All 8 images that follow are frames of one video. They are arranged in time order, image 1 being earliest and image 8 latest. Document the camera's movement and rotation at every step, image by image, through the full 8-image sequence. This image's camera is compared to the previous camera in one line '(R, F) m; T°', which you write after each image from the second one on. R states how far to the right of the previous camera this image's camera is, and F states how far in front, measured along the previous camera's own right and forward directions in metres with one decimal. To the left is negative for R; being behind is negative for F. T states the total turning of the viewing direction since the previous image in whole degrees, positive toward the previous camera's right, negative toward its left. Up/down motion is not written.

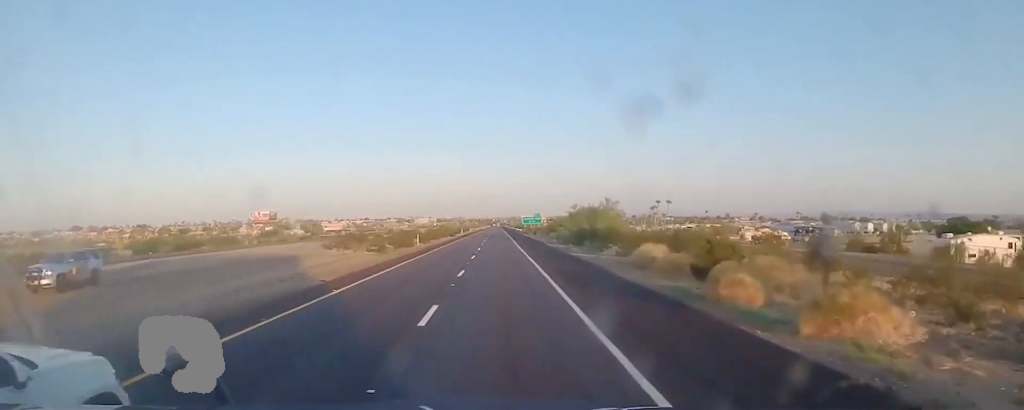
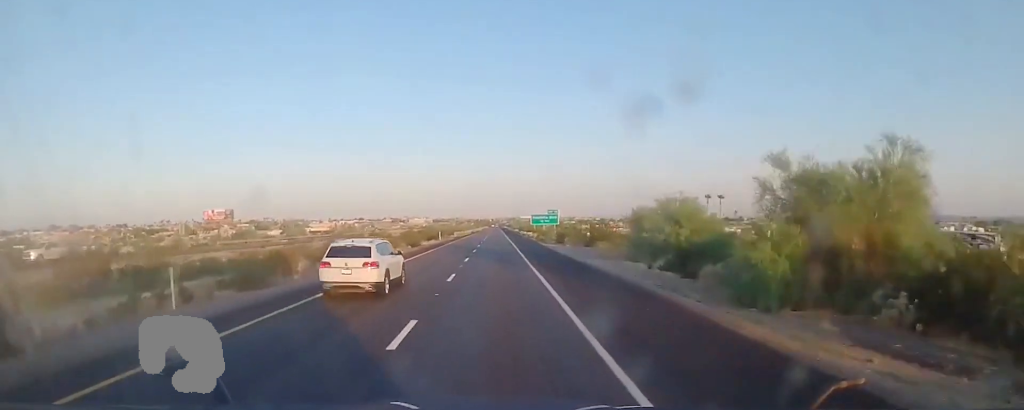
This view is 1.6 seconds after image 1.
(+0.6, +54.7) m; 0°
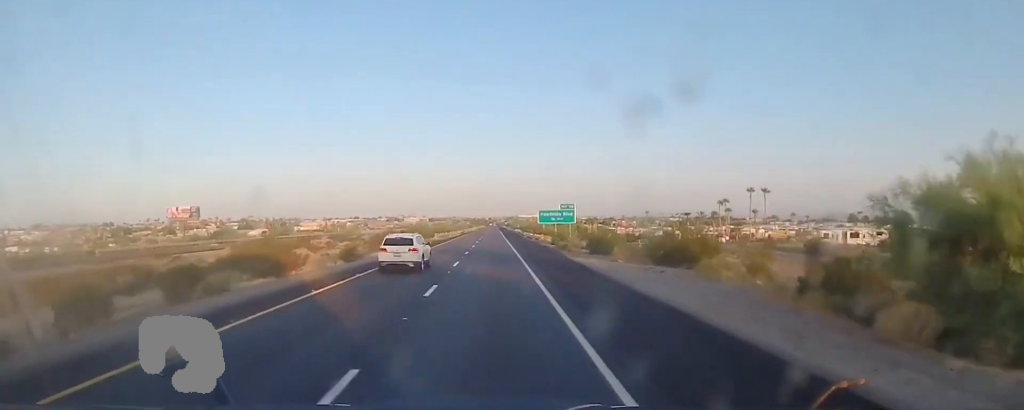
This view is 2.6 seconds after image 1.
(-0.3, +31.8) m; 0°
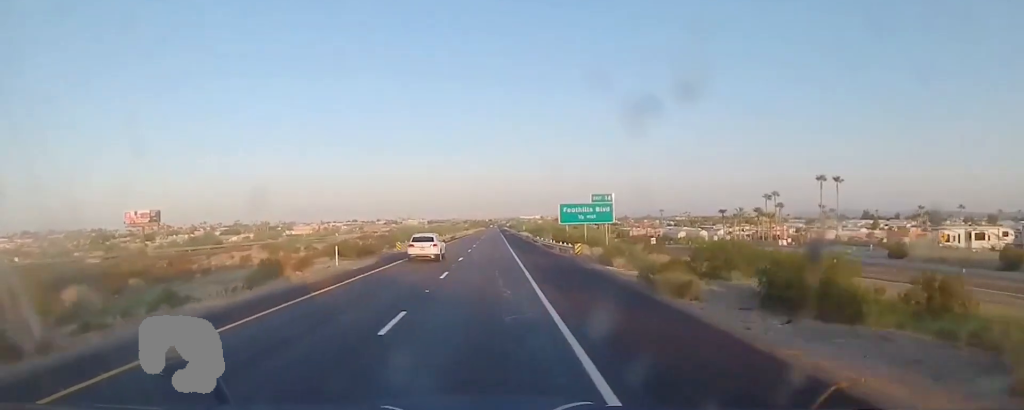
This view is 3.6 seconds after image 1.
(+0.3, +33.5) m; 0°
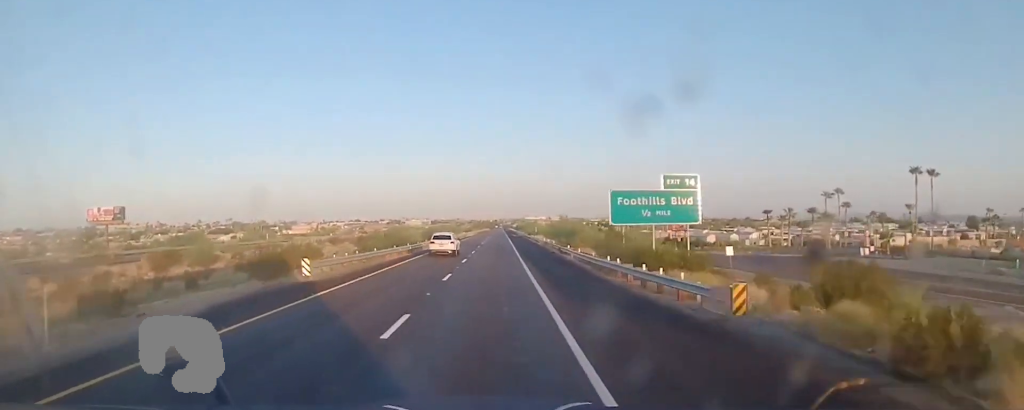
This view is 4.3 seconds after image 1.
(0.0, +26.9) m; 0°
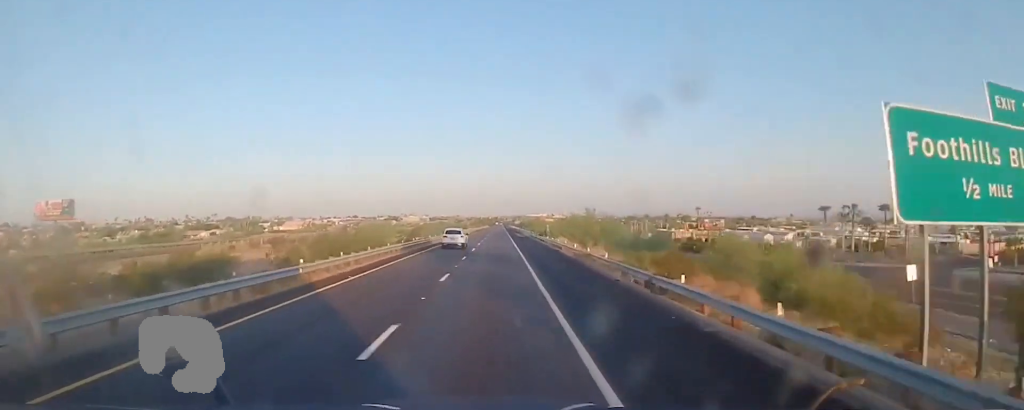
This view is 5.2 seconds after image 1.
(-0.5, +26.8) m; -1°
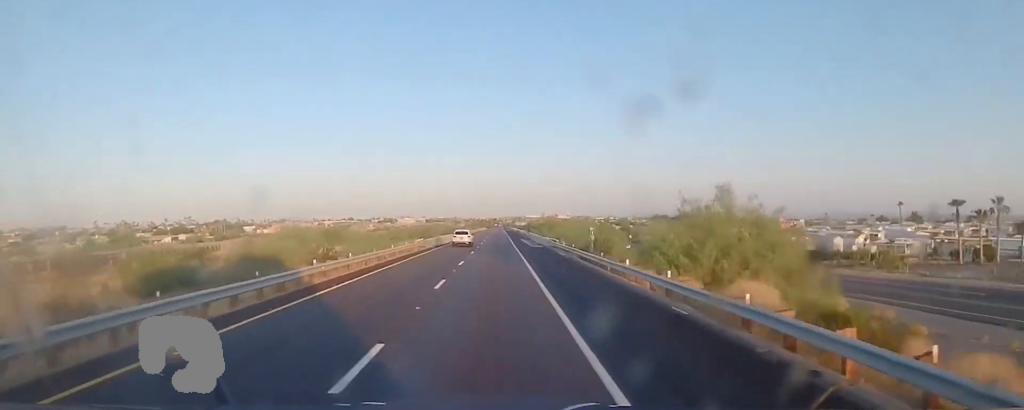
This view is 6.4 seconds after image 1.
(-0.2, +39.6) m; 0°
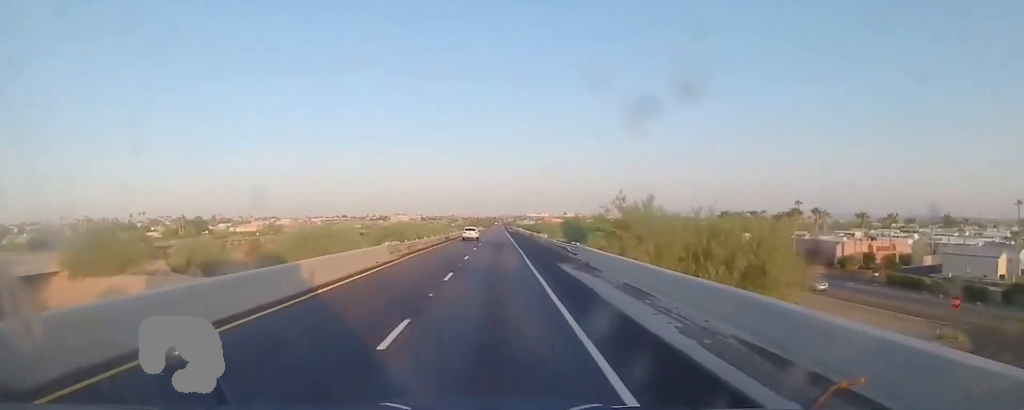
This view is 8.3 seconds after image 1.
(+0.3, +59.1) m; 0°
